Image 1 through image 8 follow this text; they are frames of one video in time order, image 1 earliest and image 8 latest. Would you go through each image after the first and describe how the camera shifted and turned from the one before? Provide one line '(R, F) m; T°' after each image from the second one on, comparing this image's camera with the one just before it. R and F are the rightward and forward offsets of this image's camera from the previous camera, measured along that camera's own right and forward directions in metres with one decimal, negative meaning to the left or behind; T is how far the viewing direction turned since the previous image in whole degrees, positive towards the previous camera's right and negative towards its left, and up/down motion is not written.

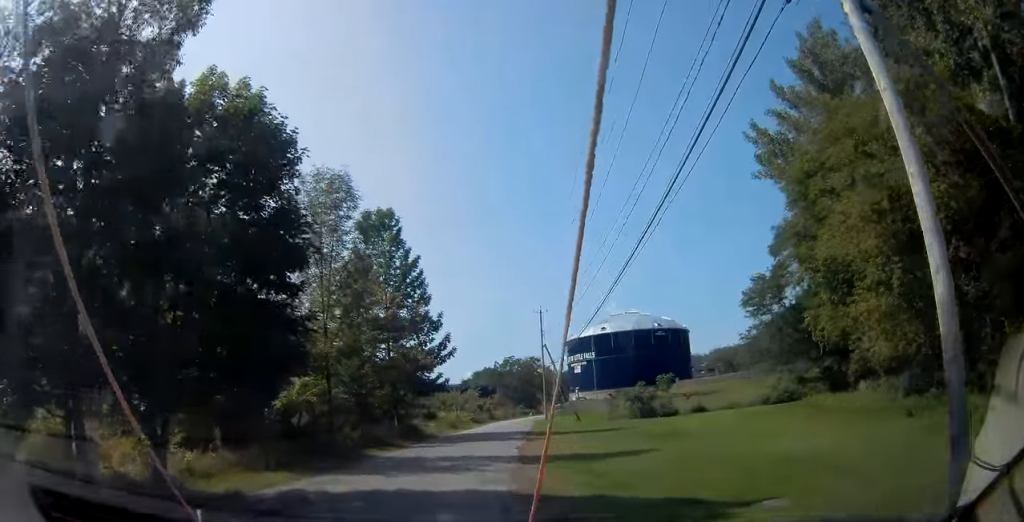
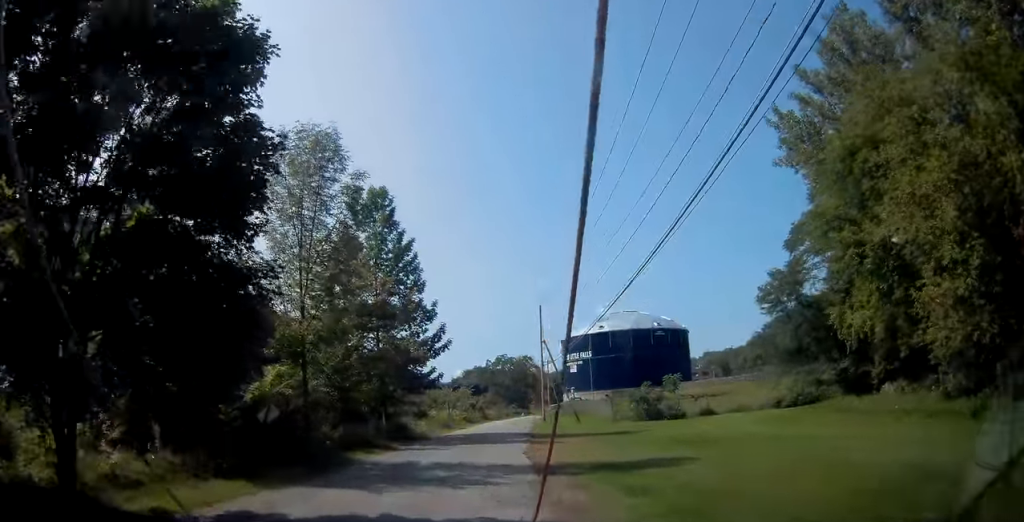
(0.0, +3.8) m; +2°
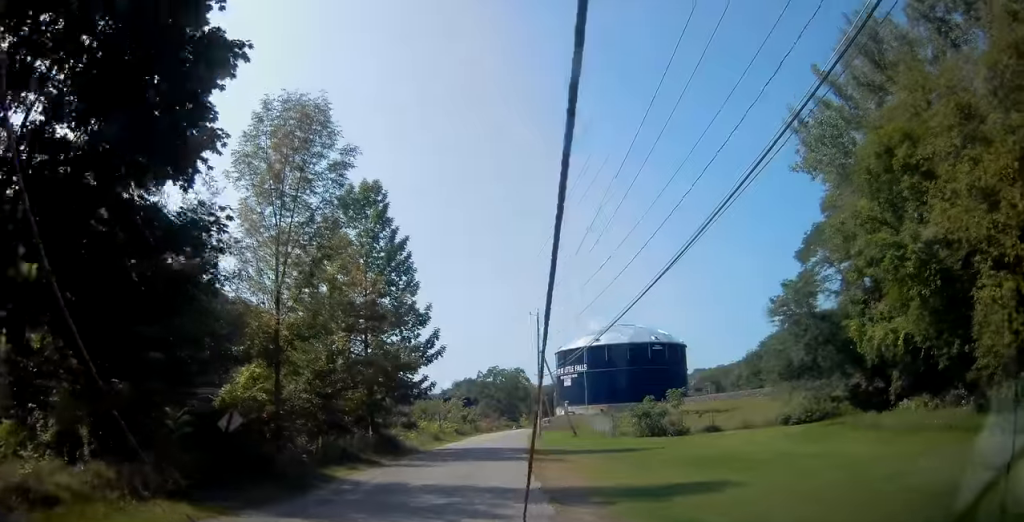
(0.0, +2.8) m; +2°
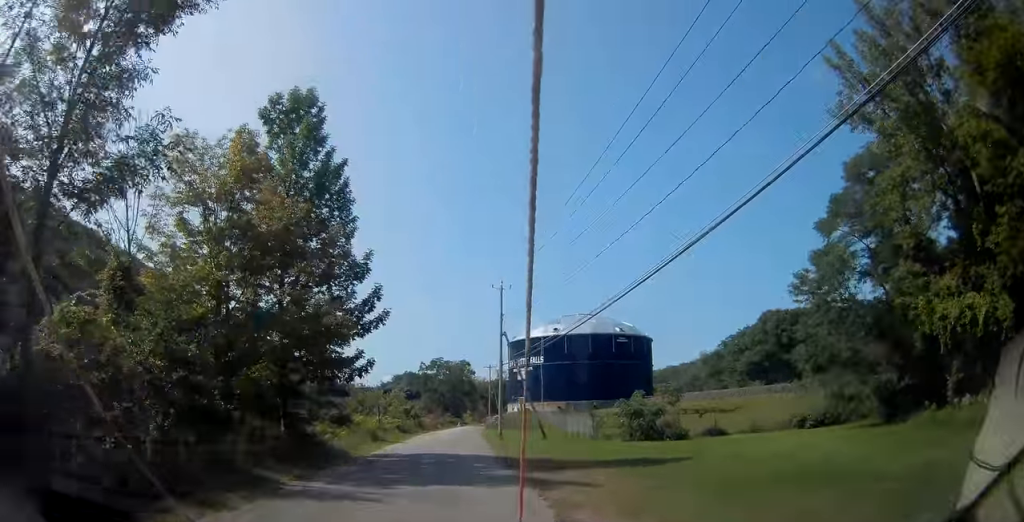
(+0.5, +10.3) m; +5°
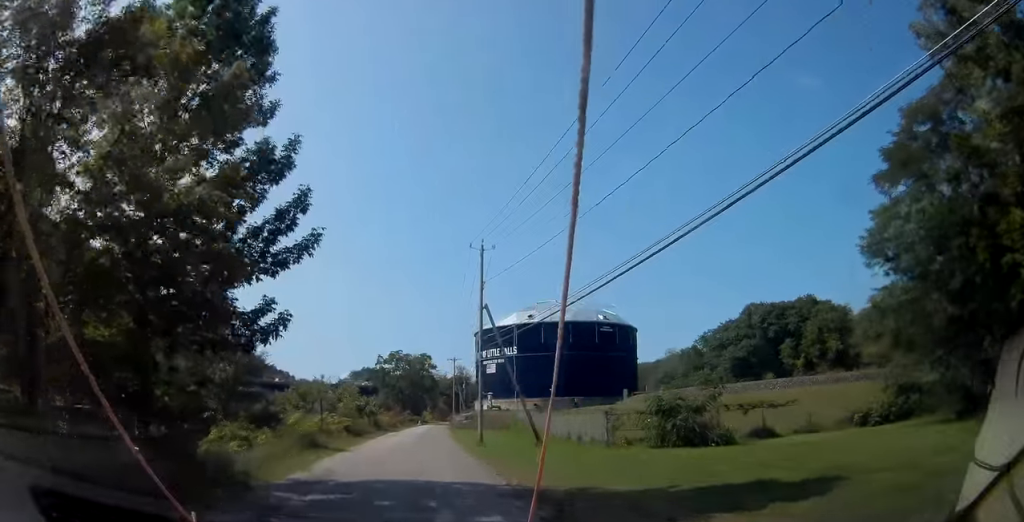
(+0.6, +10.9) m; +6°
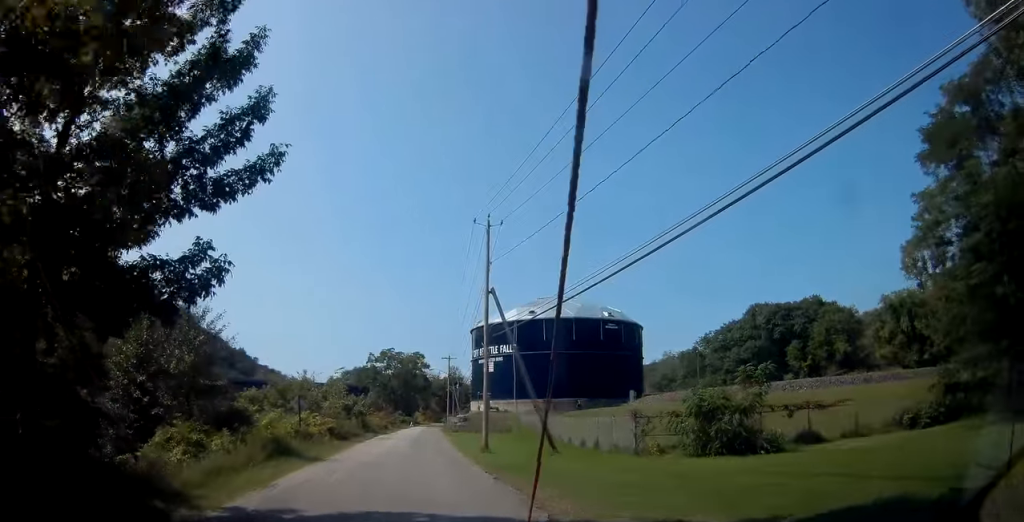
(+0.2, +5.0) m; -1°
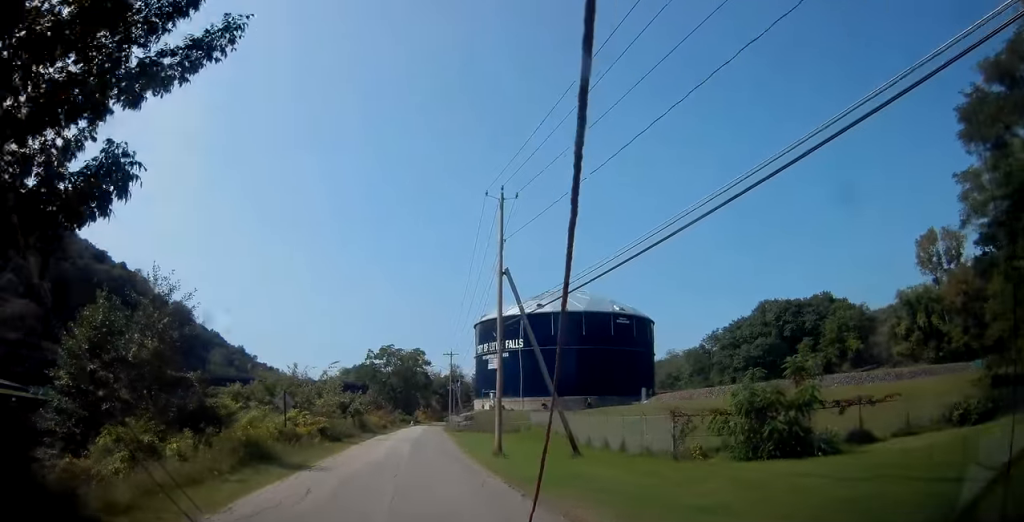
(-0.1, +3.9) m; -1°
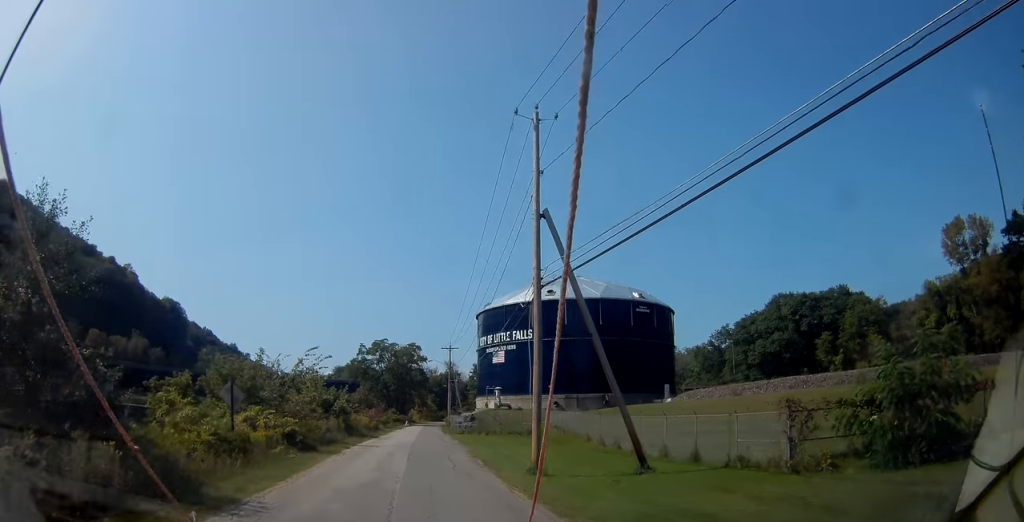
(-0.3, +8.1) m; -1°
